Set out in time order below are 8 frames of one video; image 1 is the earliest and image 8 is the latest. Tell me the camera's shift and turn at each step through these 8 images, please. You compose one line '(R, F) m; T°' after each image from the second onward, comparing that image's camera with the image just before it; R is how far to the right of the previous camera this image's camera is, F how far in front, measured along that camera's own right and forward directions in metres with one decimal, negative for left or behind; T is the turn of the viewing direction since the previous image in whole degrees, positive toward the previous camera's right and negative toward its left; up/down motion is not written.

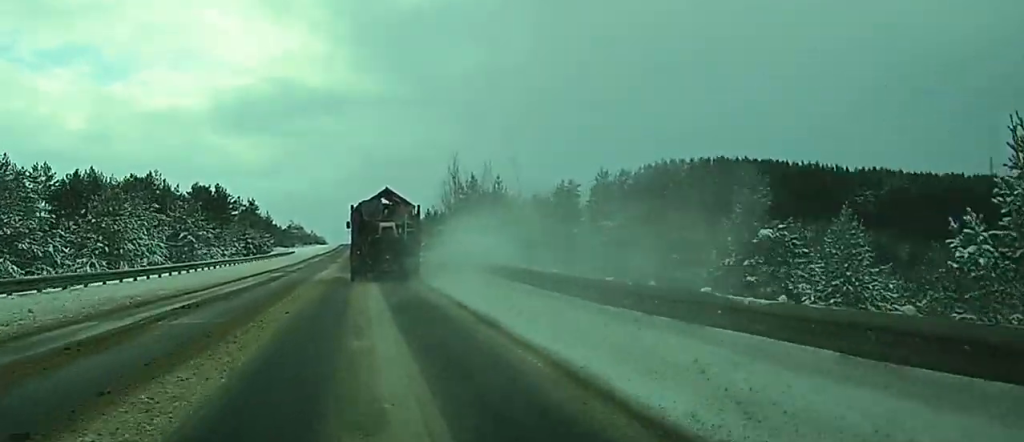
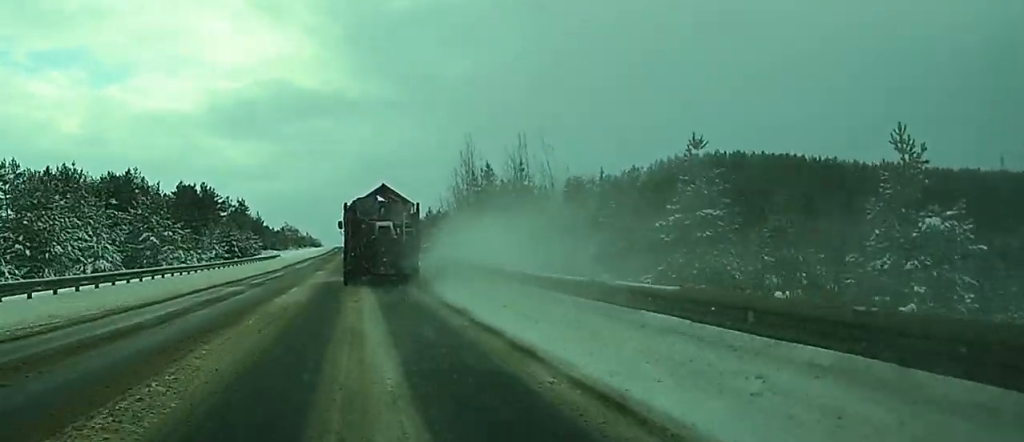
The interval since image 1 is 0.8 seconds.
(+0.1, +15.5) m; 0°
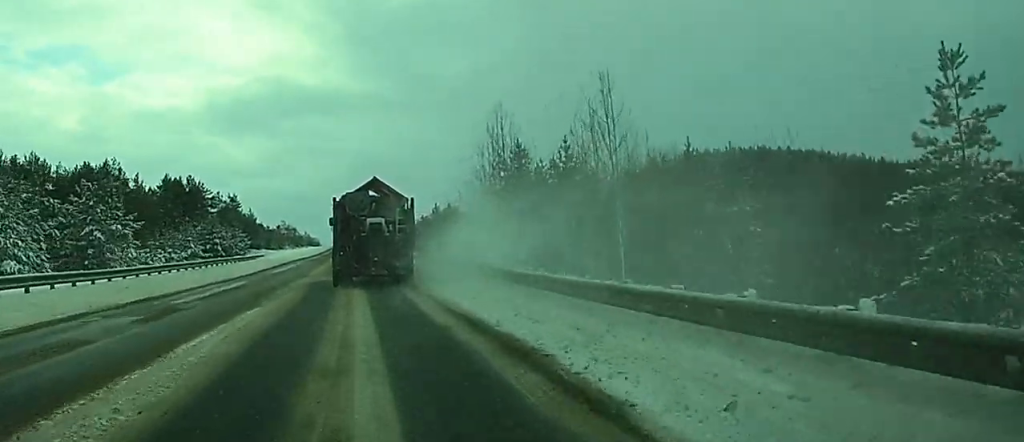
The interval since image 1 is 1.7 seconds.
(+0.1, +17.1) m; 0°
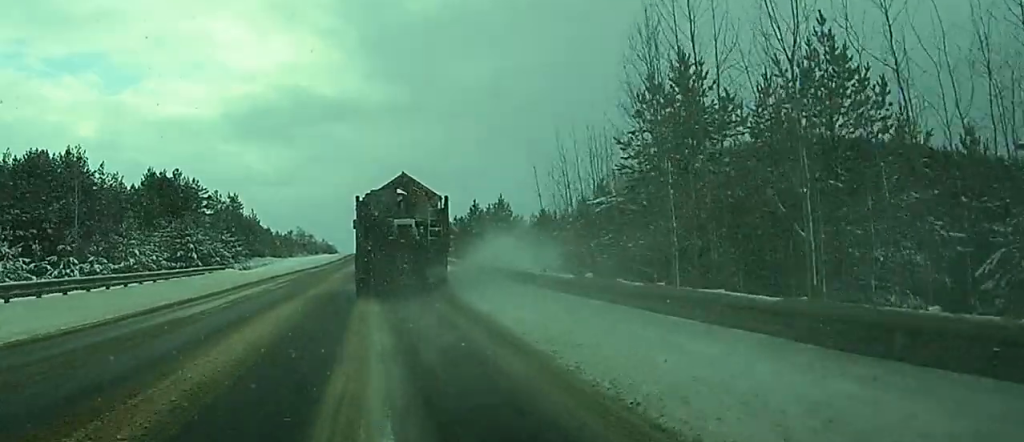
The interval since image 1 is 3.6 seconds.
(-0.3, +32.0) m; -1°
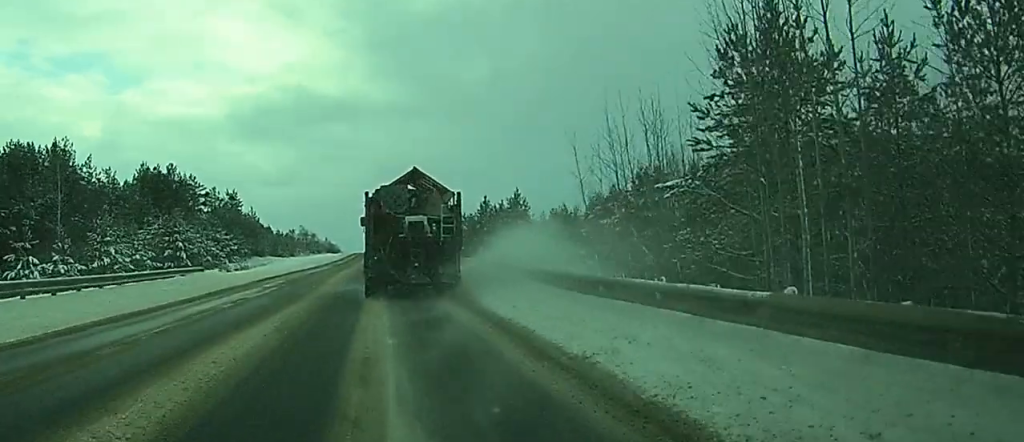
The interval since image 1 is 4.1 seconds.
(0.0, +7.5) m; 0°
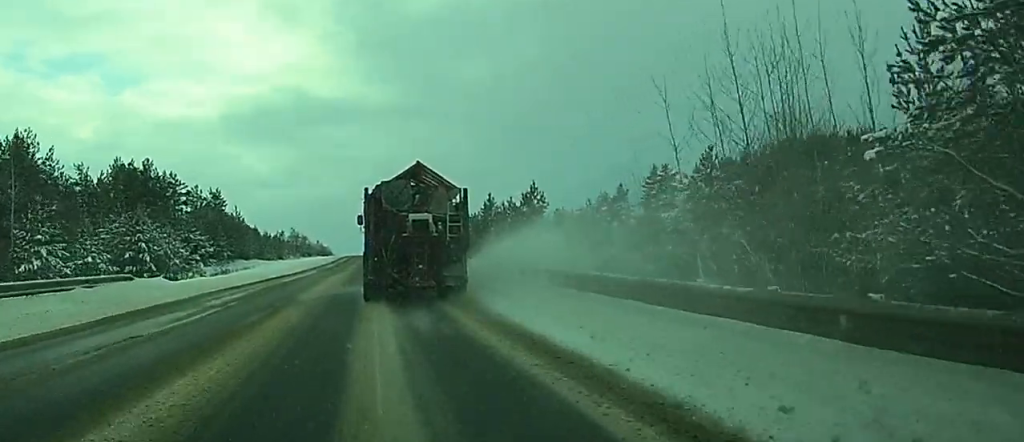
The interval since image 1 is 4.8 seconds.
(0.0, +11.1) m; 0°
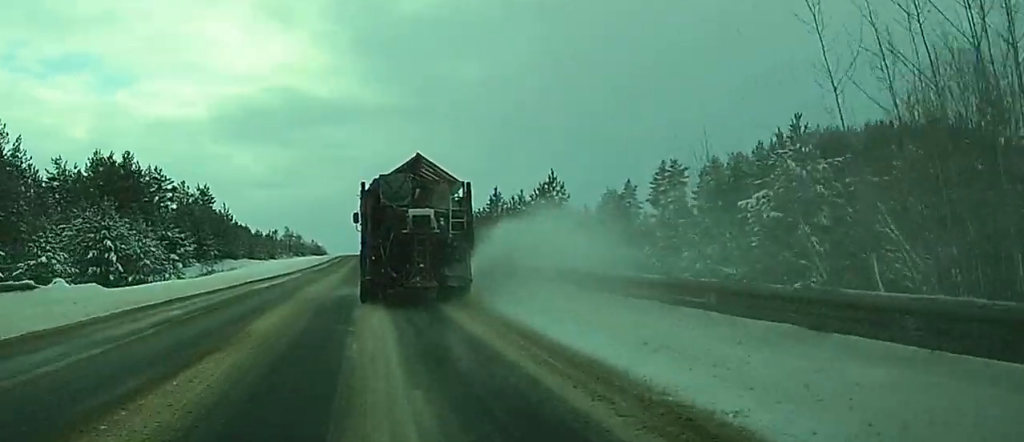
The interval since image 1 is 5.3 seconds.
(0.0, +8.4) m; 0°
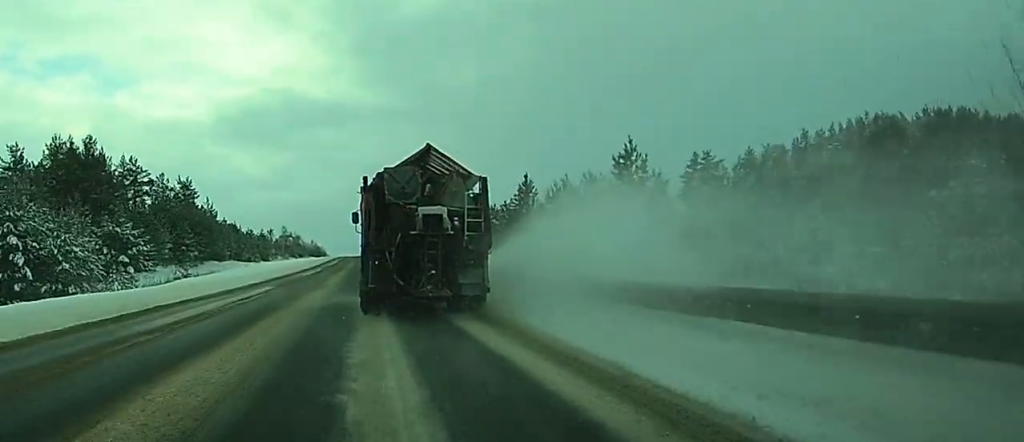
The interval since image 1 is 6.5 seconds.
(+0.1, +17.7) m; 0°
